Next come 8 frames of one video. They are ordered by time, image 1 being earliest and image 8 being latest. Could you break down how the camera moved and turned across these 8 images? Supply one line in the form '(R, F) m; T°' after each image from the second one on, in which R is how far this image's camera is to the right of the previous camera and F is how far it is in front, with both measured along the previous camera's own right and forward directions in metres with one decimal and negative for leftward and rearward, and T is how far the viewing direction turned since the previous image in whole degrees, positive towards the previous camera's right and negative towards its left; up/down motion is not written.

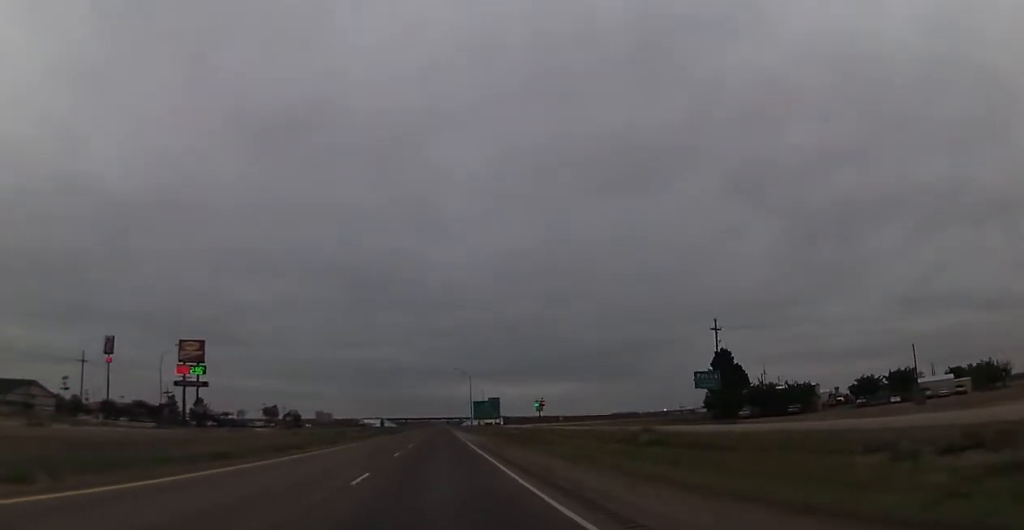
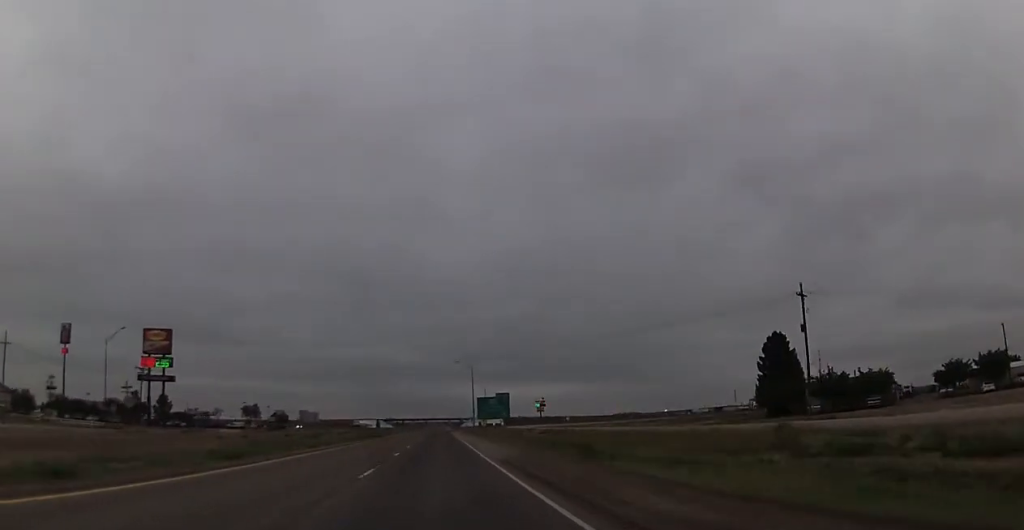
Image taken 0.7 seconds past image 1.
(0.0, +22.0) m; 0°
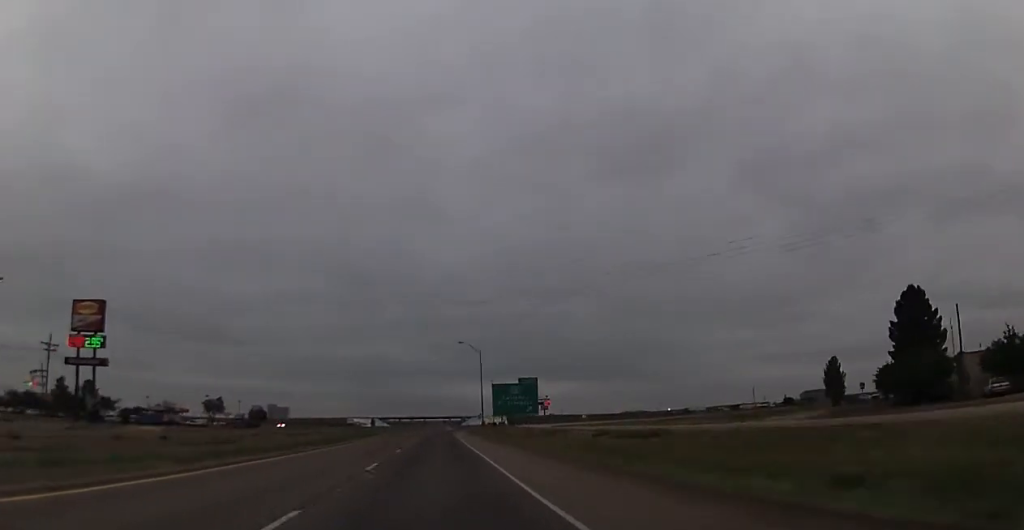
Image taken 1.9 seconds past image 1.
(-0.2, +34.2) m; 0°
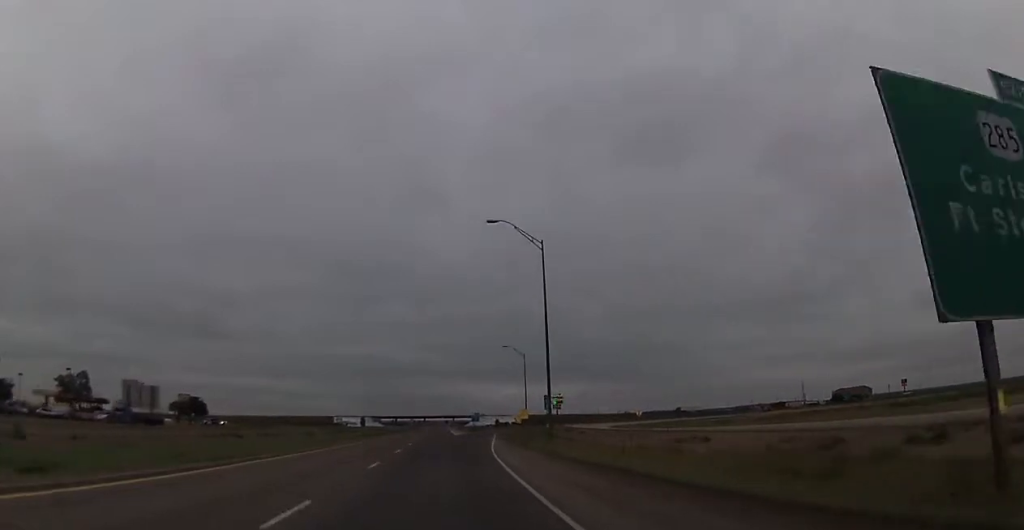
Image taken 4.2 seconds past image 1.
(+0.6, +71.0) m; 0°
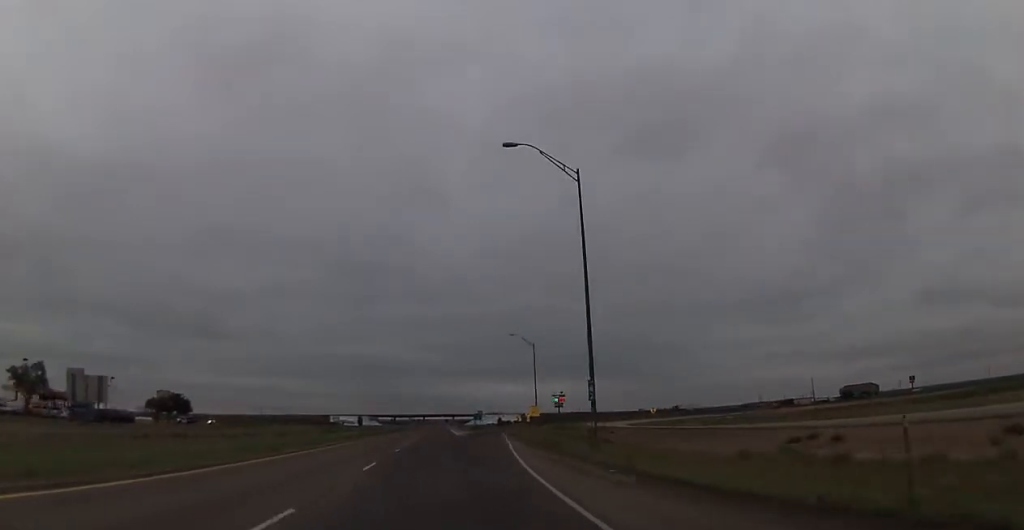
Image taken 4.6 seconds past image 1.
(-0.1, +13.2) m; 0°
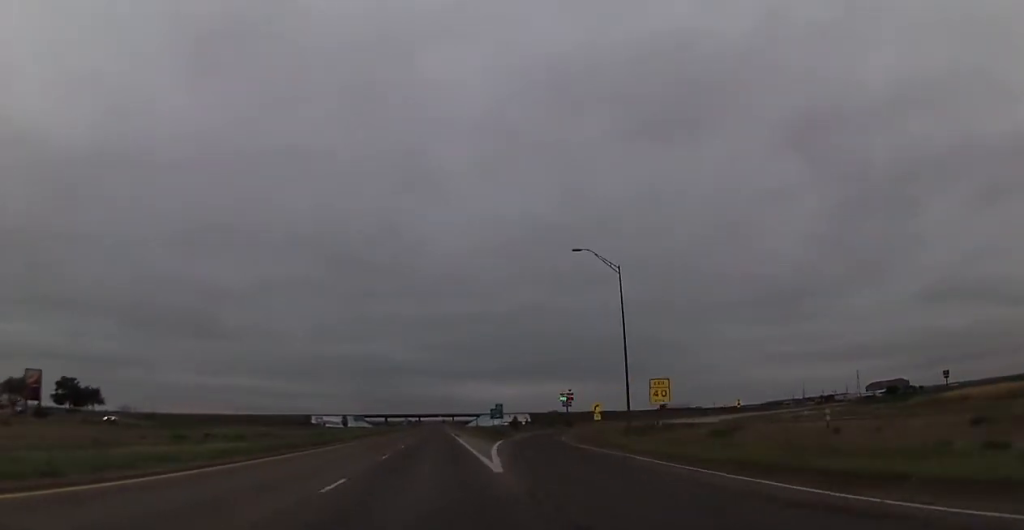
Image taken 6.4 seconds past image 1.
(+0.4, +54.5) m; +1°
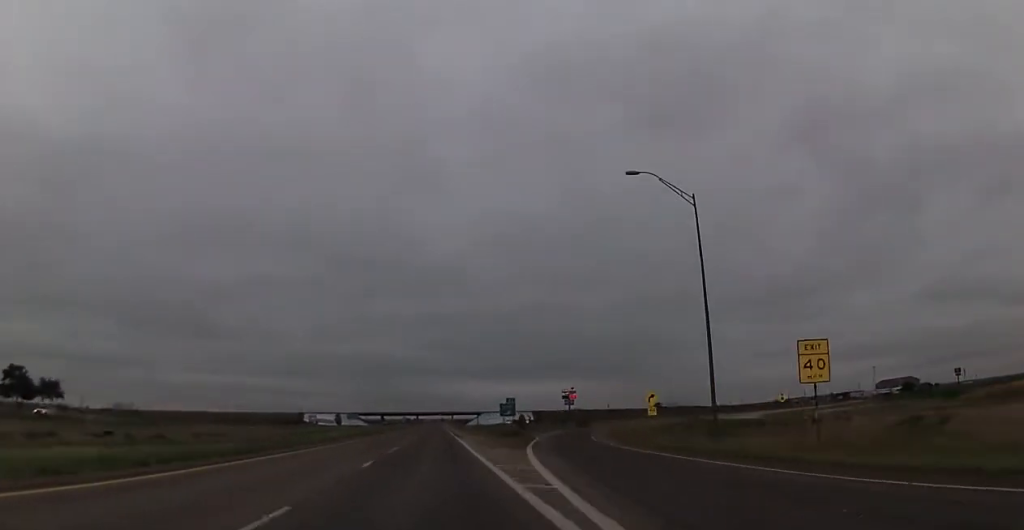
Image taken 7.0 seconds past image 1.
(-0.3, +17.7) m; -1°
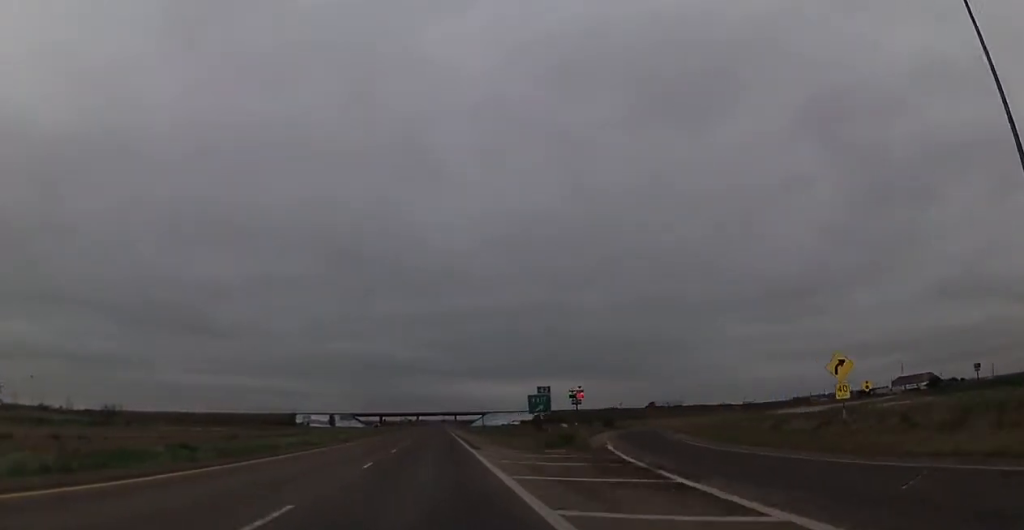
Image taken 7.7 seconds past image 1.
(-0.2, +24.0) m; 0°
